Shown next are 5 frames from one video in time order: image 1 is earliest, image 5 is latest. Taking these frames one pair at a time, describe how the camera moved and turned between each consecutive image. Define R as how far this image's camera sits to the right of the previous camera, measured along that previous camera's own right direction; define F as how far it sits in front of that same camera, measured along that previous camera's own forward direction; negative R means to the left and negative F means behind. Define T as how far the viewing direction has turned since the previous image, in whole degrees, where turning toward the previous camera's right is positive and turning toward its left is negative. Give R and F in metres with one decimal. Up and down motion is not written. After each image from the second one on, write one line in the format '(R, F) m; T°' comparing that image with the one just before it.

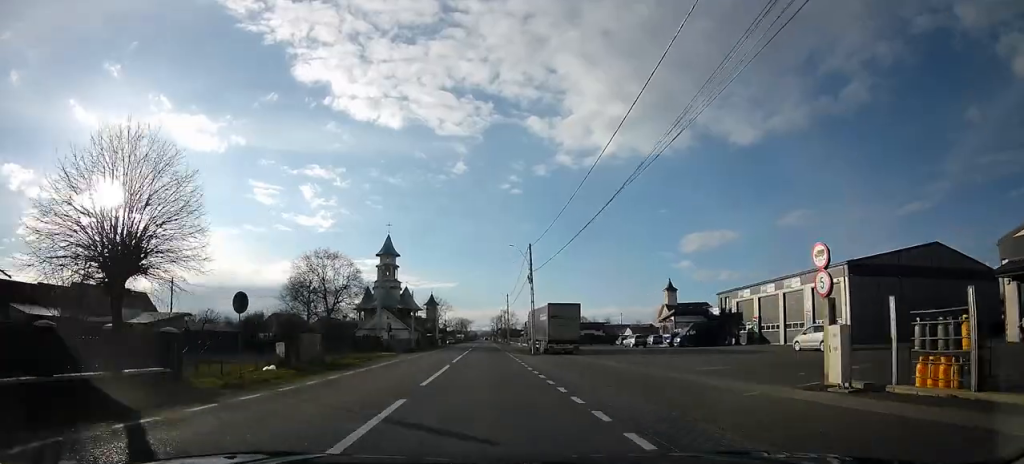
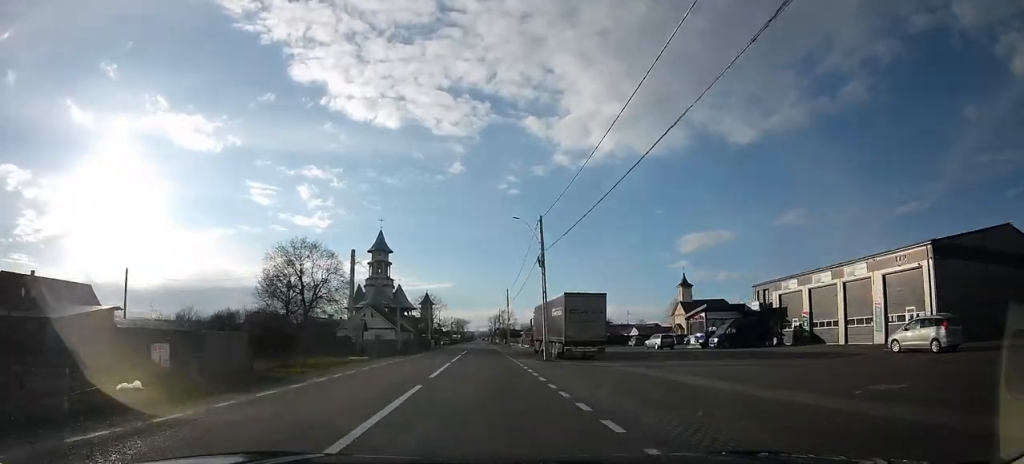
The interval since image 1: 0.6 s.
(+1.1, +8.6) m; 0°
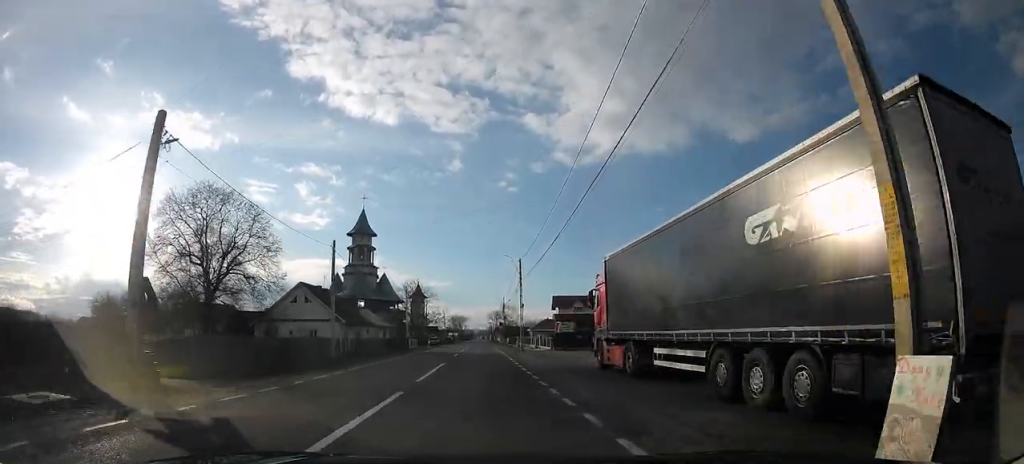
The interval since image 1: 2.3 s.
(-1.0, +24.5) m; -1°
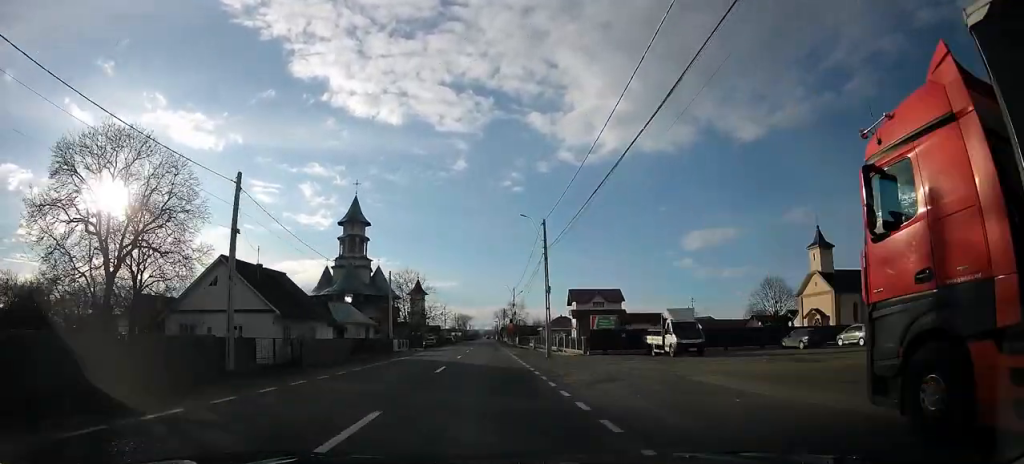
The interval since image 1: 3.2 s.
(+0.6, +14.4) m; +2°
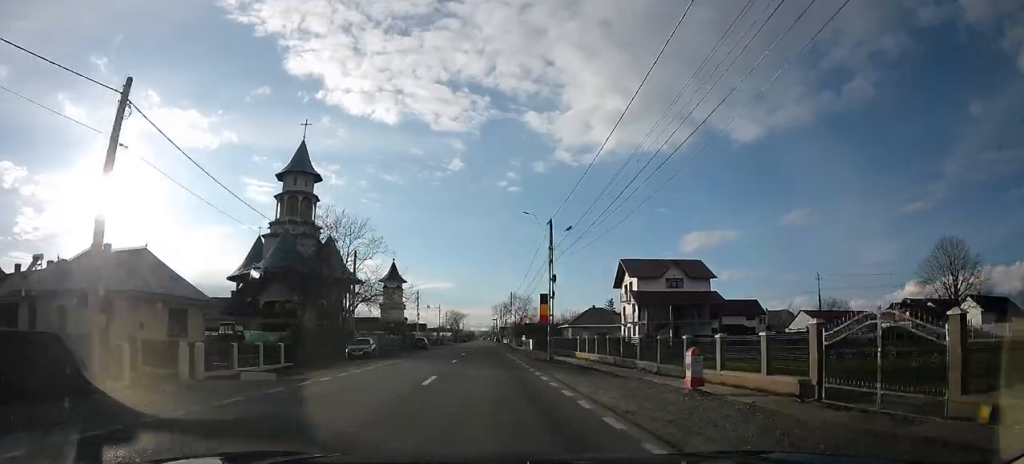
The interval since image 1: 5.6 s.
(+0.6, +38.7) m; +2°
